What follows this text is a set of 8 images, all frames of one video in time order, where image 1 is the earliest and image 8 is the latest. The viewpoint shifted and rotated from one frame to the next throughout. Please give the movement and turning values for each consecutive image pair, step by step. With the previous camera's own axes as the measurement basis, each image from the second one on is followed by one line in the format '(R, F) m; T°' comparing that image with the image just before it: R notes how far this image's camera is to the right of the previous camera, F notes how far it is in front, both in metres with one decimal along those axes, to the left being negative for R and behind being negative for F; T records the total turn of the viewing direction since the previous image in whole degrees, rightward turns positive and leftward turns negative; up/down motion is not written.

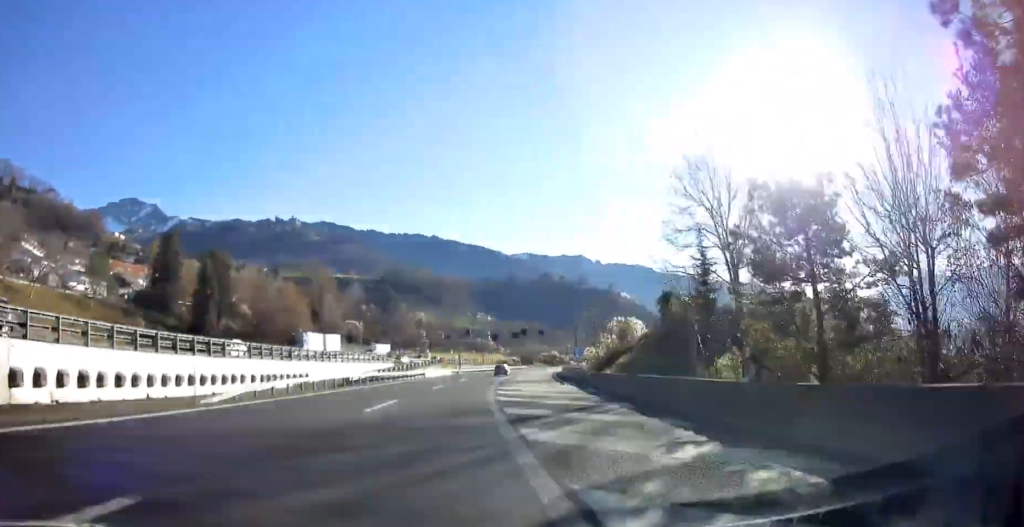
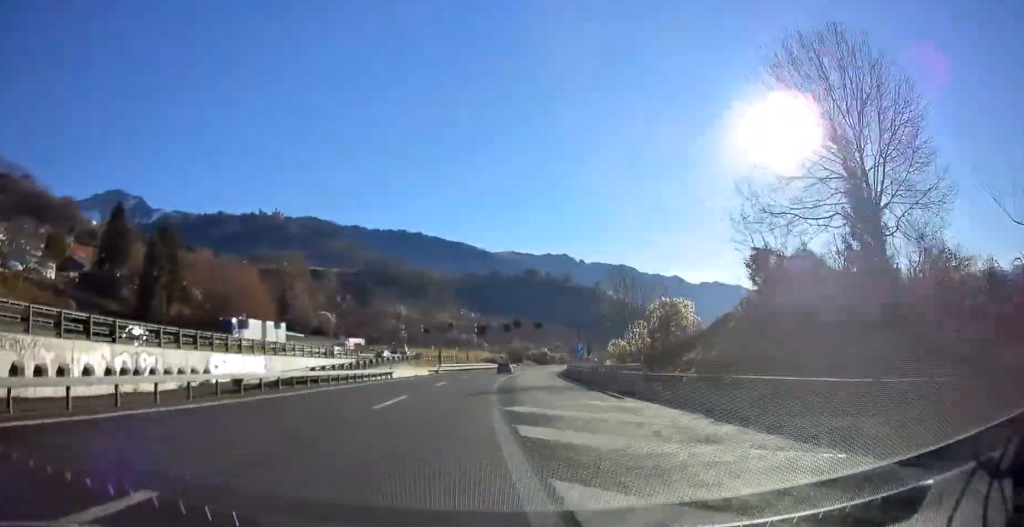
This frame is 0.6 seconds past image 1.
(+0.2, +17.9) m; +2°
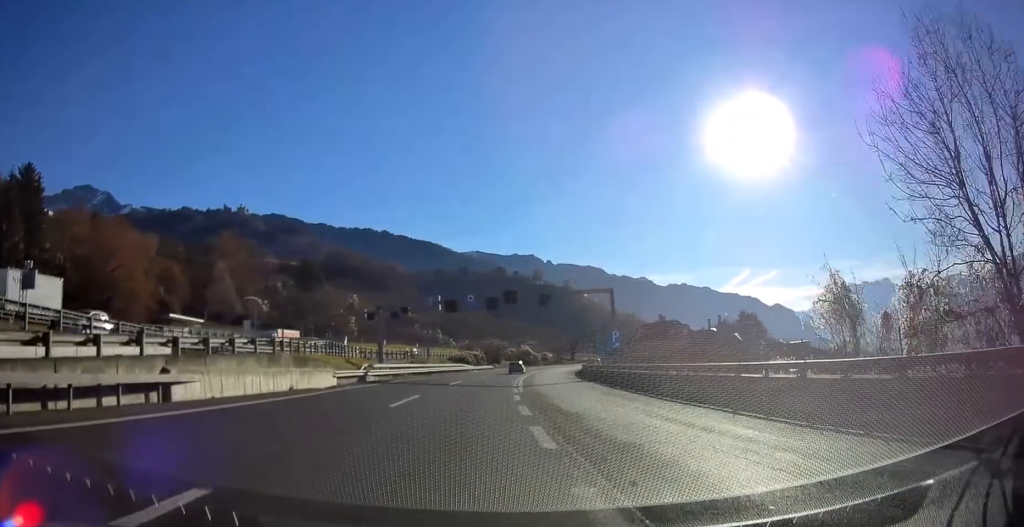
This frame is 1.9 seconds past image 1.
(+1.3, +35.9) m; +4°
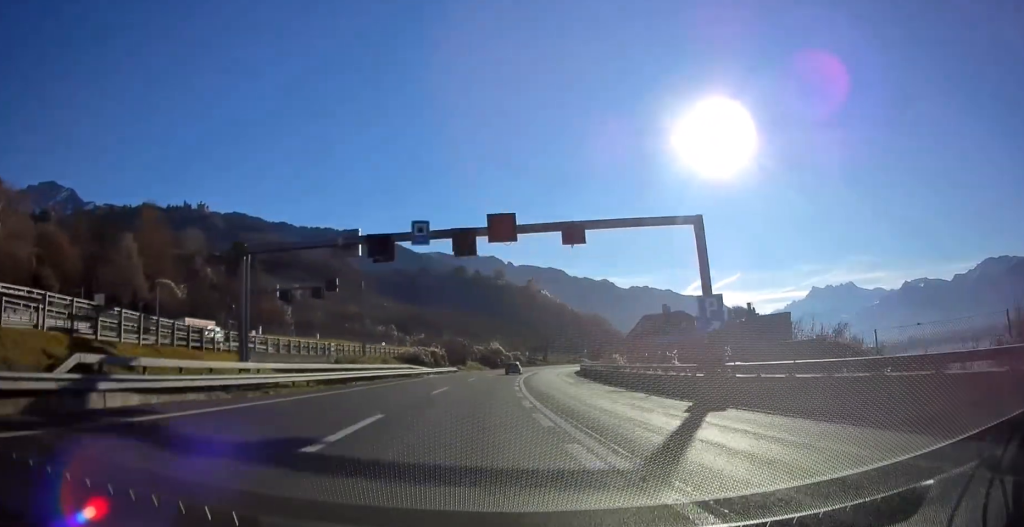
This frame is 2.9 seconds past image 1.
(+0.8, +27.5) m; +3°
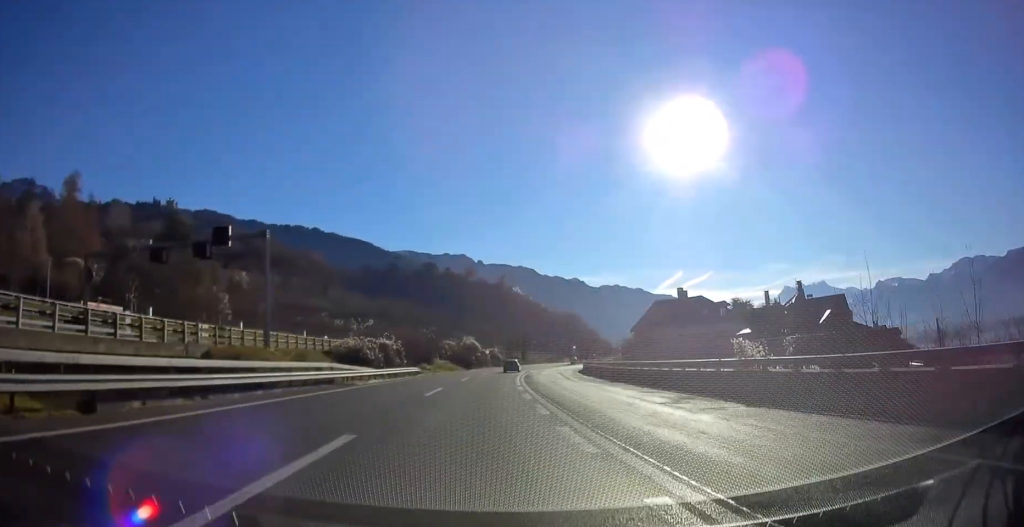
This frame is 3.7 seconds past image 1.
(+0.2, +22.3) m; +3°
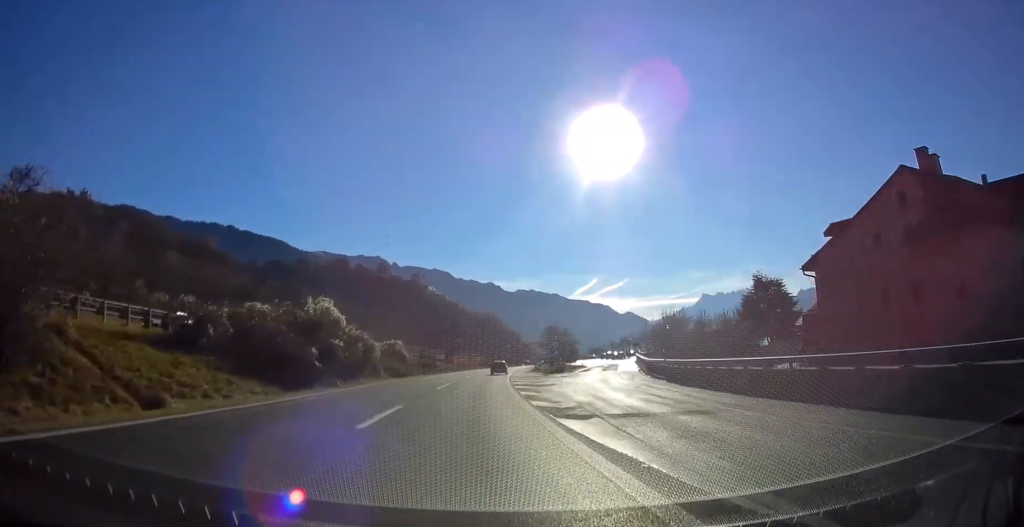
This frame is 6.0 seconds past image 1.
(+4.1, +56.4) m; +7°
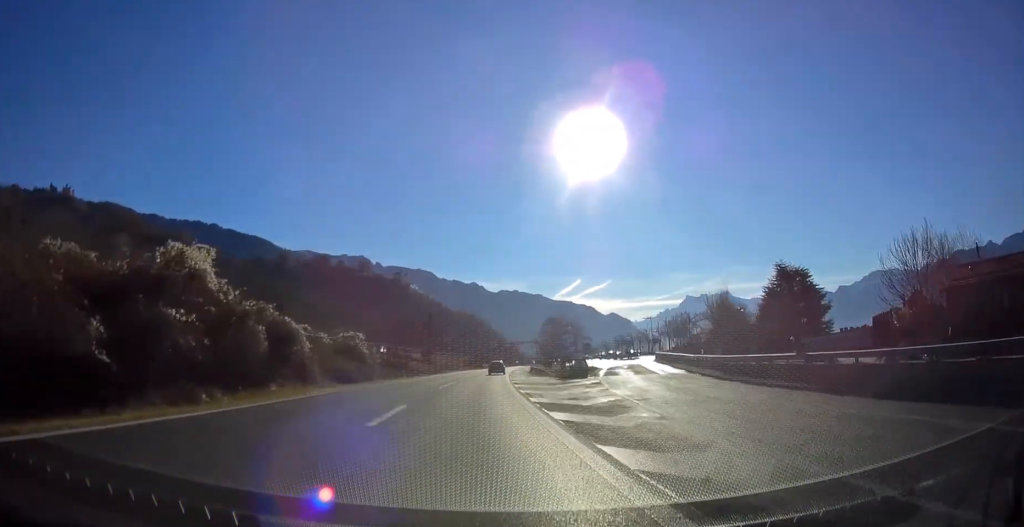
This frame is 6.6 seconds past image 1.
(+0.1, +12.4) m; +1°
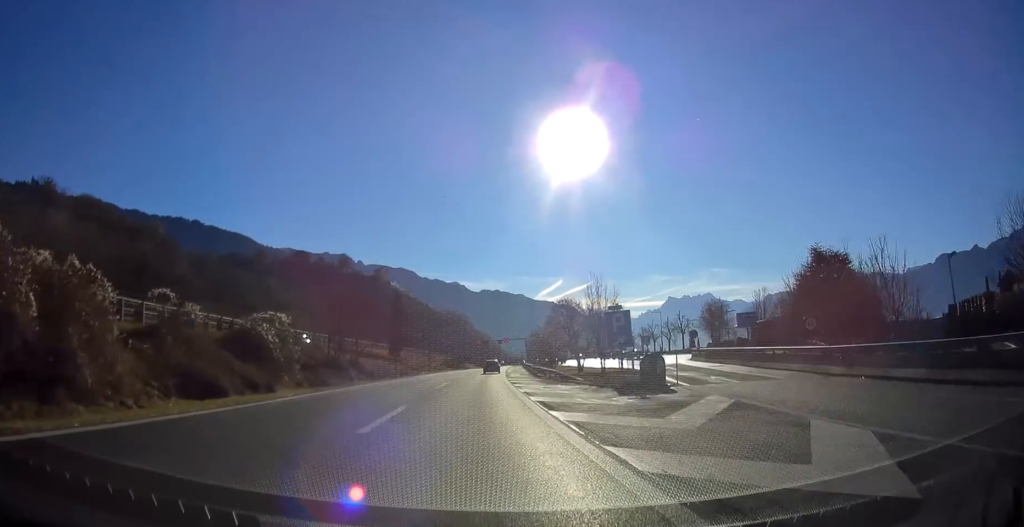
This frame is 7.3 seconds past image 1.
(+0.2, +14.4) m; +1°
